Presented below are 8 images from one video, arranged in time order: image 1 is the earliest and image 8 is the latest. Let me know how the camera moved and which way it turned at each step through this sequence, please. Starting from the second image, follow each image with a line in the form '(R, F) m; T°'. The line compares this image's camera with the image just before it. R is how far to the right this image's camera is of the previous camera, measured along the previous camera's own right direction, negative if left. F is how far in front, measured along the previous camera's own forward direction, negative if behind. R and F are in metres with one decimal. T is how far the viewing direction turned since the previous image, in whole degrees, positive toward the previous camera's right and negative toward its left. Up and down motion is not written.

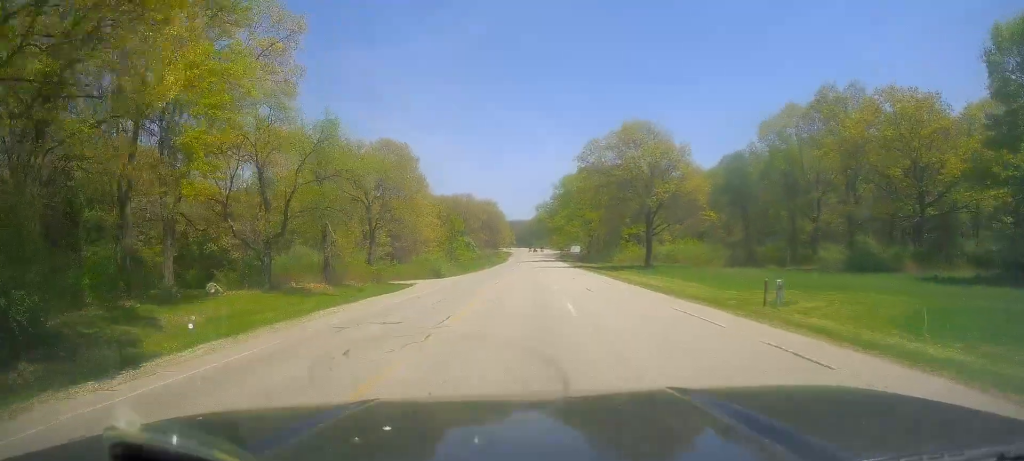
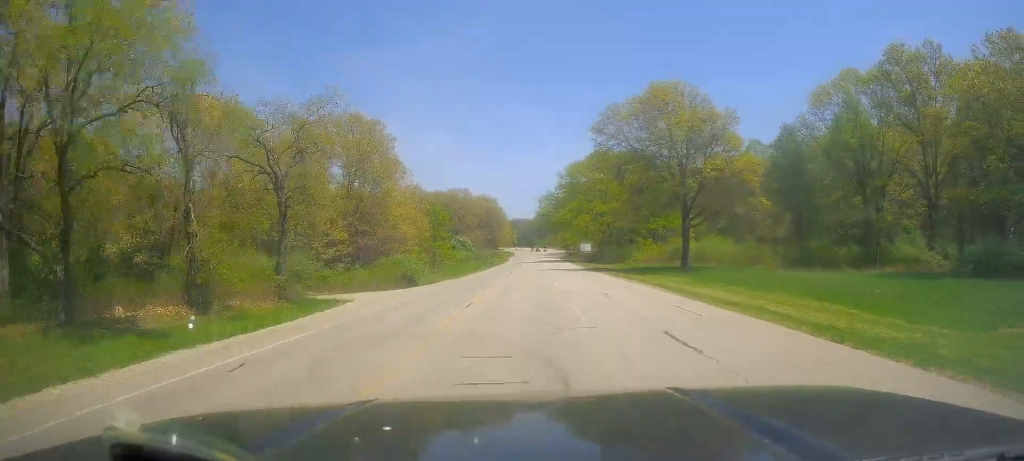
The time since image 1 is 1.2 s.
(+0.1, +17.0) m; 0°
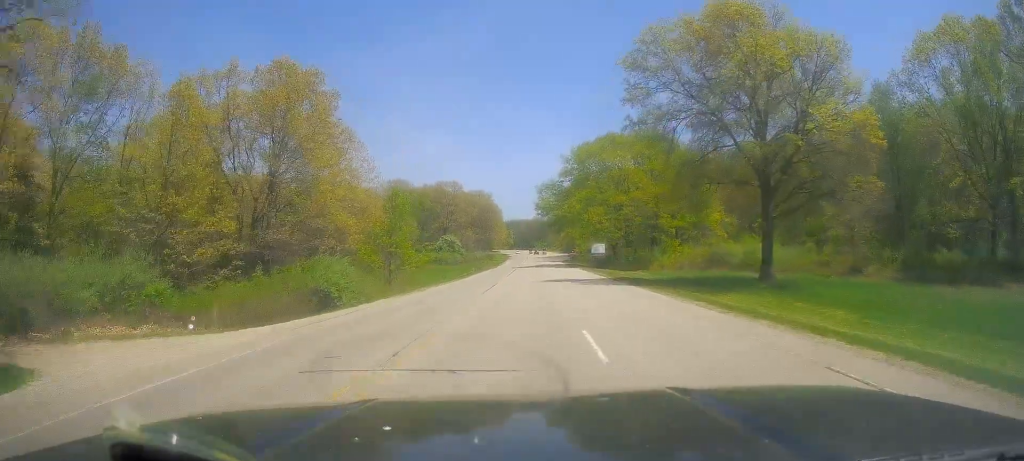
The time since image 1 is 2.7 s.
(-0.6, +21.4) m; -2°
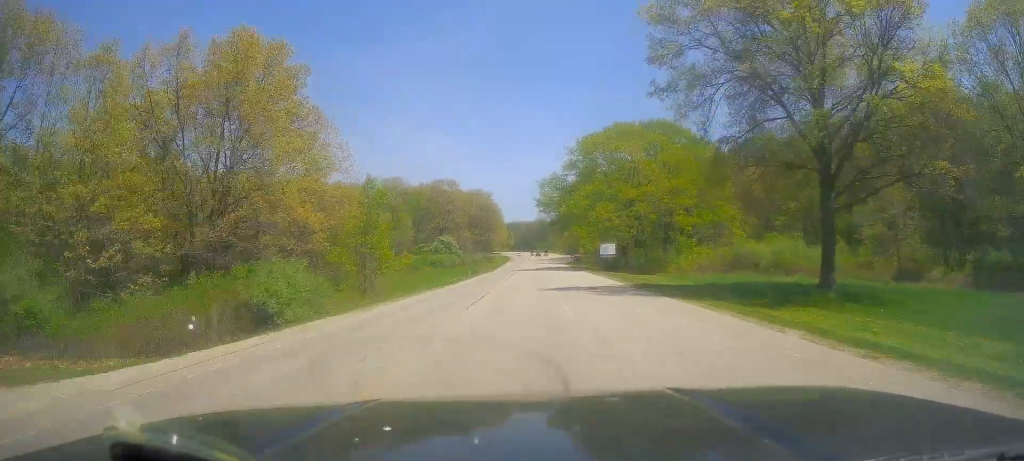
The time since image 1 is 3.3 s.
(0.0, +8.1) m; 0°
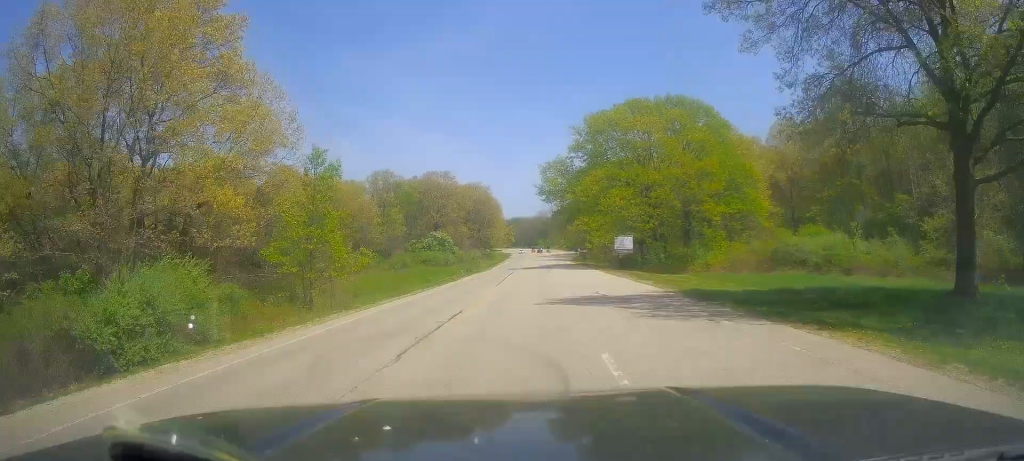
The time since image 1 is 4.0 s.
(+0.3, +10.9) m; -1°
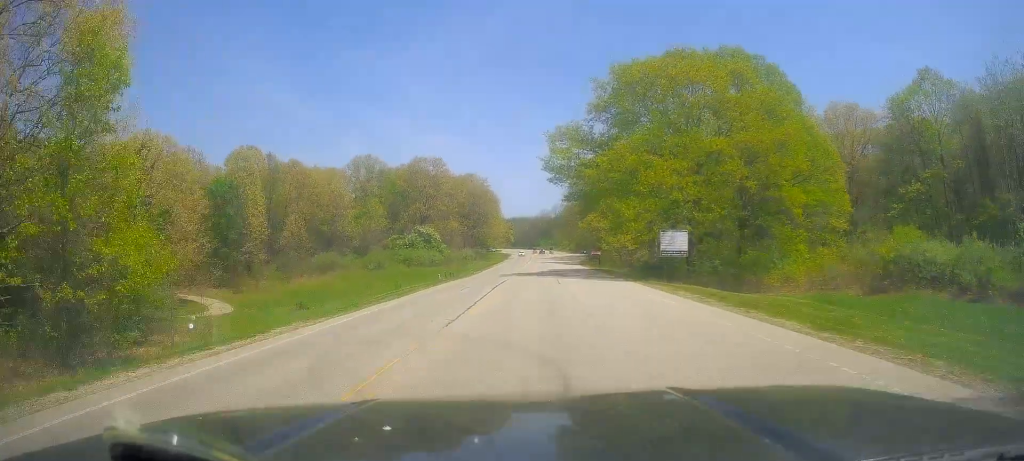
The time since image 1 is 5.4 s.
(-0.2, +19.2) m; +1°
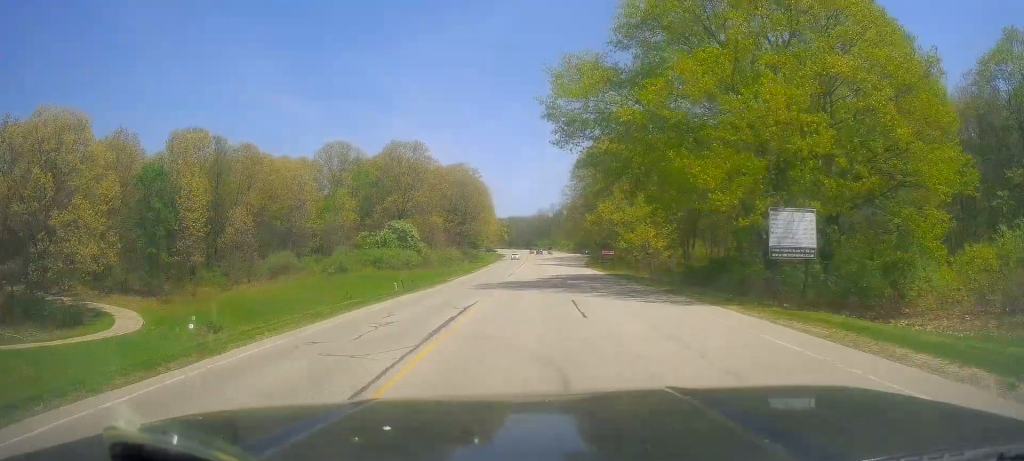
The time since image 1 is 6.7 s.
(+0.4, +17.4) m; 0°
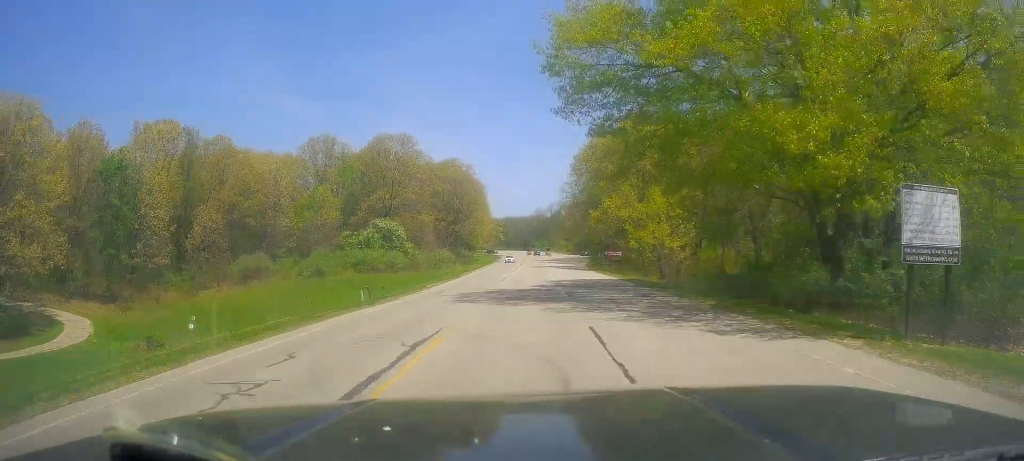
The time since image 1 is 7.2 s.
(0.0, +7.7) m; -1°
